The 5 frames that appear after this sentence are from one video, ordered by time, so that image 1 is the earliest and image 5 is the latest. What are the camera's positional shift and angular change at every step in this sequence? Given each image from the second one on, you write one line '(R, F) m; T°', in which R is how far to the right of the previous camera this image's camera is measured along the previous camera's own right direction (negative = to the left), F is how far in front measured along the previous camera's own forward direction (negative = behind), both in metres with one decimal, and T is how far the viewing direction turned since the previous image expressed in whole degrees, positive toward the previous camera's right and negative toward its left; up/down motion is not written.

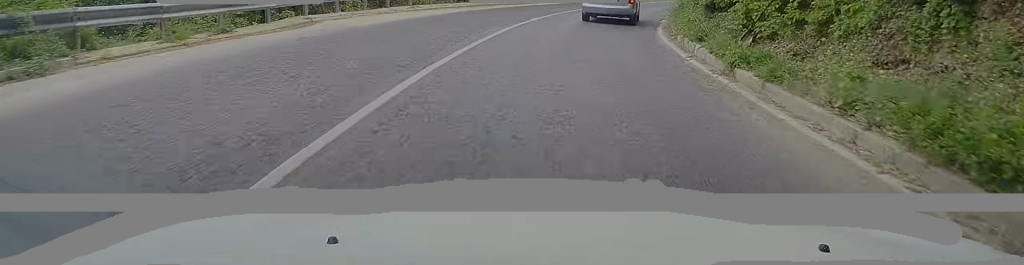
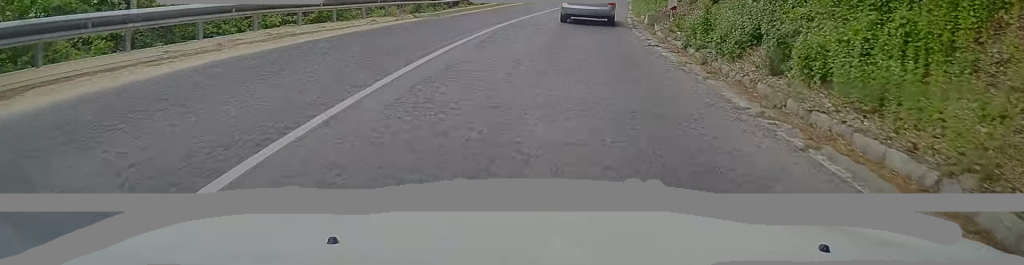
(+0.5, +24.4) m; +7°
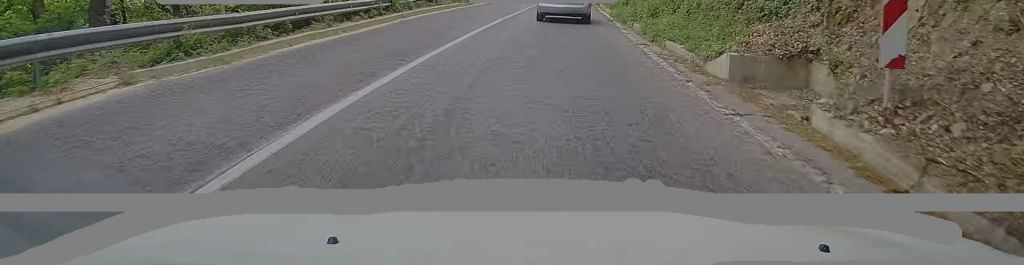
(+1.3, +13.6) m; +8°
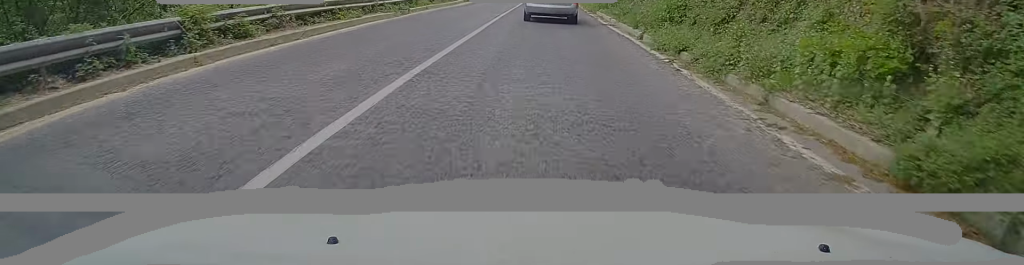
(+0.5, +12.7) m; +2°
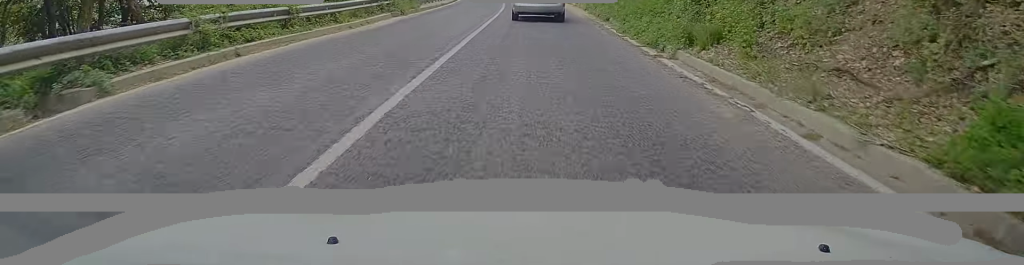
(-0.1, +18.3) m; 0°
